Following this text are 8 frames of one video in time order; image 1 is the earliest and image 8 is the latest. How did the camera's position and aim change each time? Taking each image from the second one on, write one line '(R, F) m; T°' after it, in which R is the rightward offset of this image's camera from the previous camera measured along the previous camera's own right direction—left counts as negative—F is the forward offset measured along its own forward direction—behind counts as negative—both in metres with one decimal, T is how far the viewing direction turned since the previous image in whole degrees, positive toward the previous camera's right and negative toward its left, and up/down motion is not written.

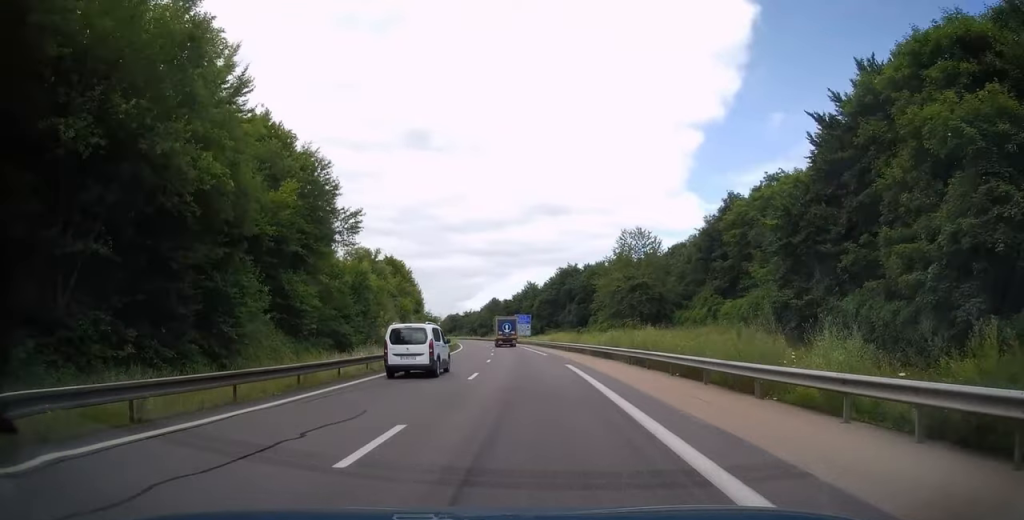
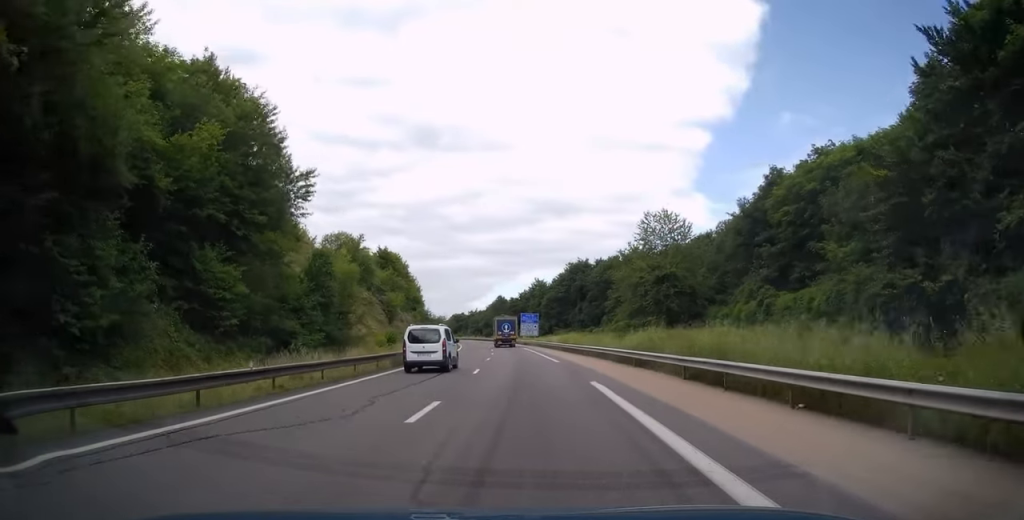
(0.0, +9.8) m; 0°
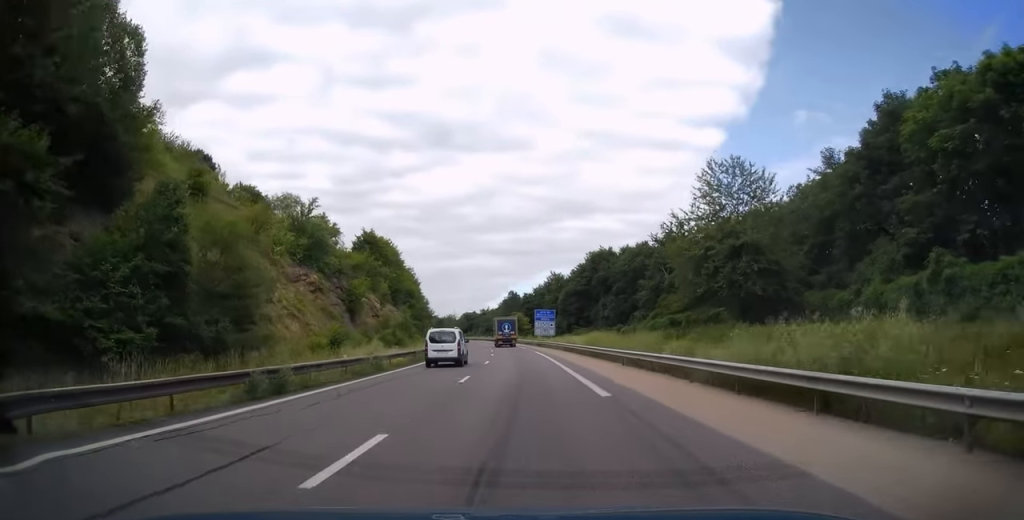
(0.0, +17.1) m; -1°
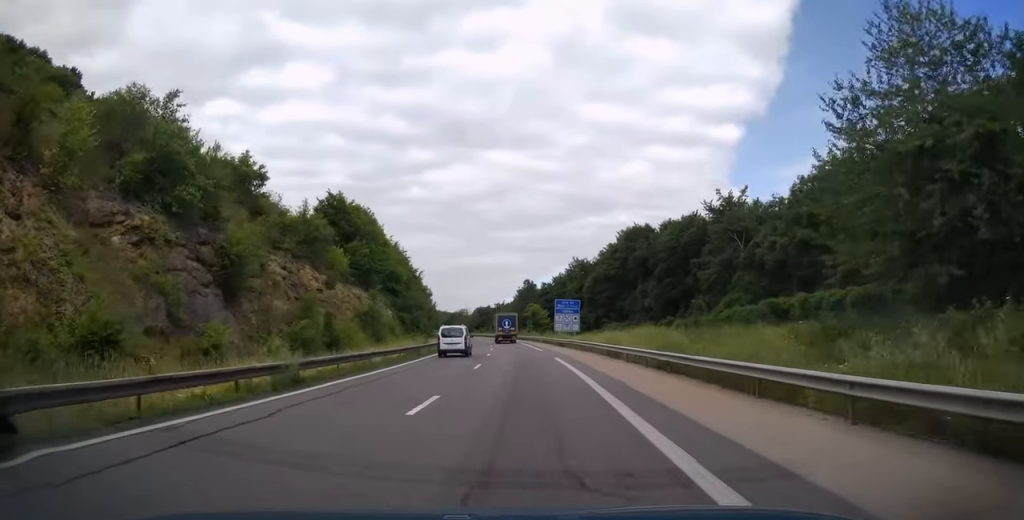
(-0.3, +21.2) m; -2°
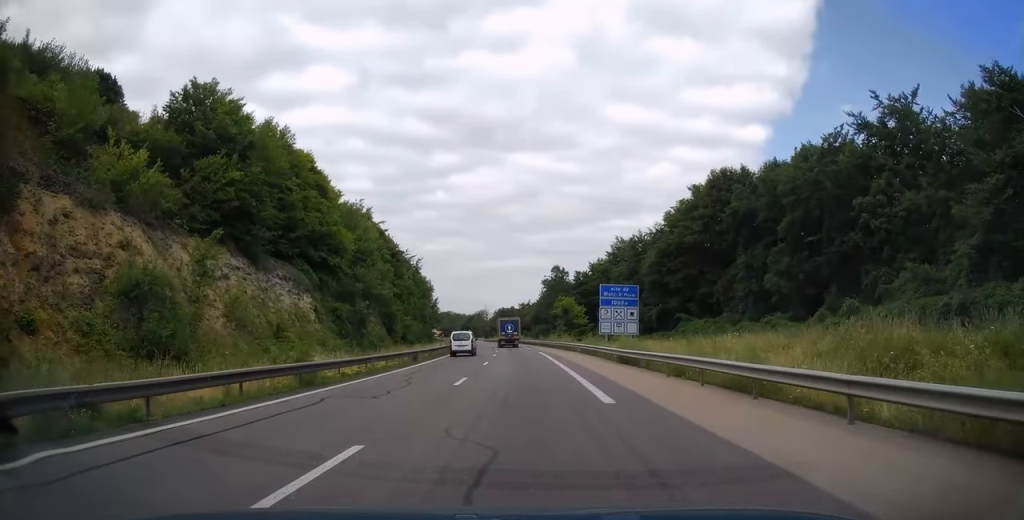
(-0.8, +31.7) m; -3°
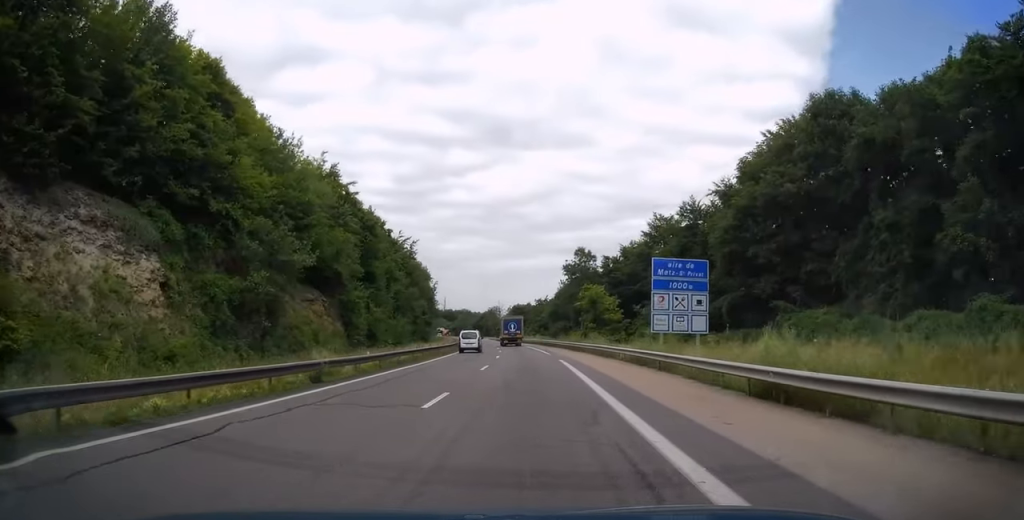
(-0.2, +18.7) m; -2°
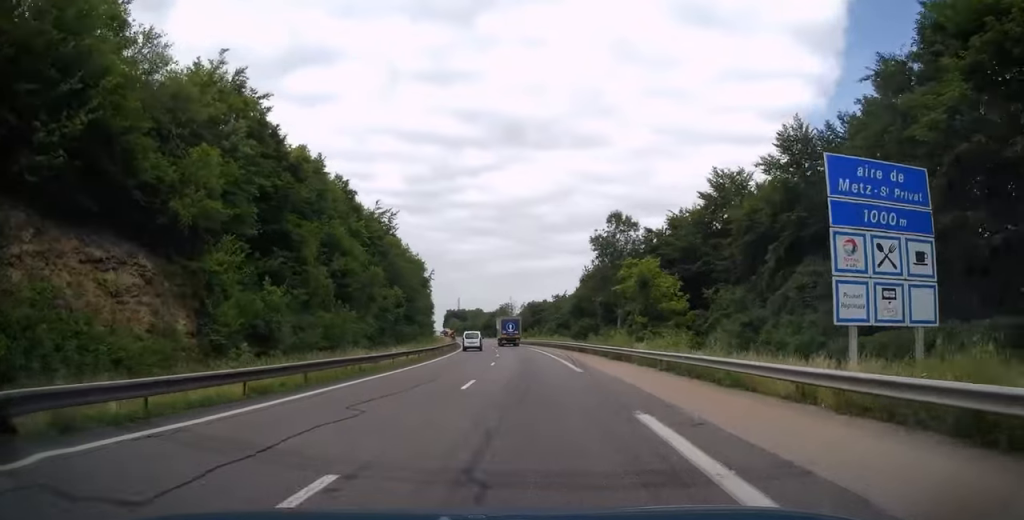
(-0.3, +22.0) m; -2°
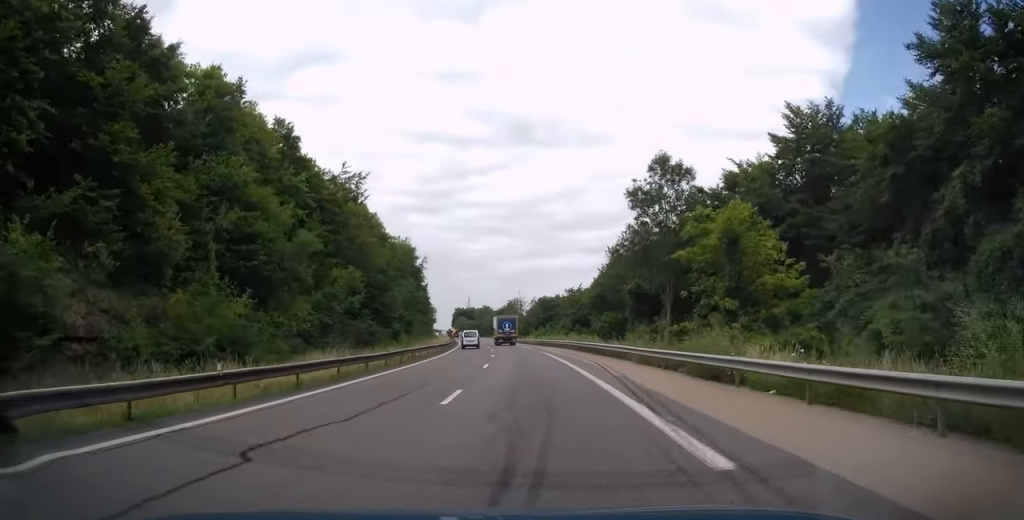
(-0.3, +16.7) m; -2°
